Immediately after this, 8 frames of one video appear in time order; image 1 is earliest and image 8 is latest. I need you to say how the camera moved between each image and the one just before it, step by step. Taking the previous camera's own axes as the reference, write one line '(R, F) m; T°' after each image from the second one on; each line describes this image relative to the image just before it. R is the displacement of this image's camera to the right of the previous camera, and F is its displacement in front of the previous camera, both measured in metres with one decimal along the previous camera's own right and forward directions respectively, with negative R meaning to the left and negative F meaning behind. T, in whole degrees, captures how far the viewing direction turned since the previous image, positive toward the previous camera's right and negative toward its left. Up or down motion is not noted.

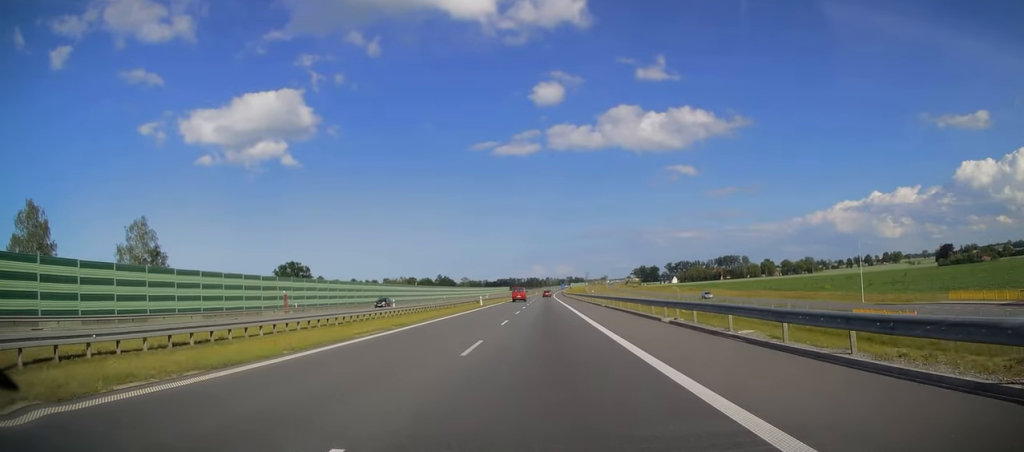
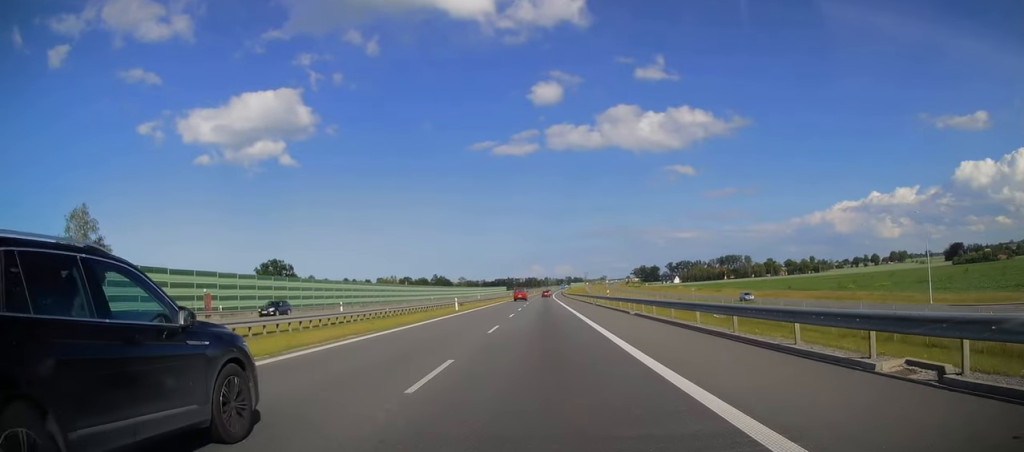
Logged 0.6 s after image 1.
(+0.2, +16.7) m; 0°
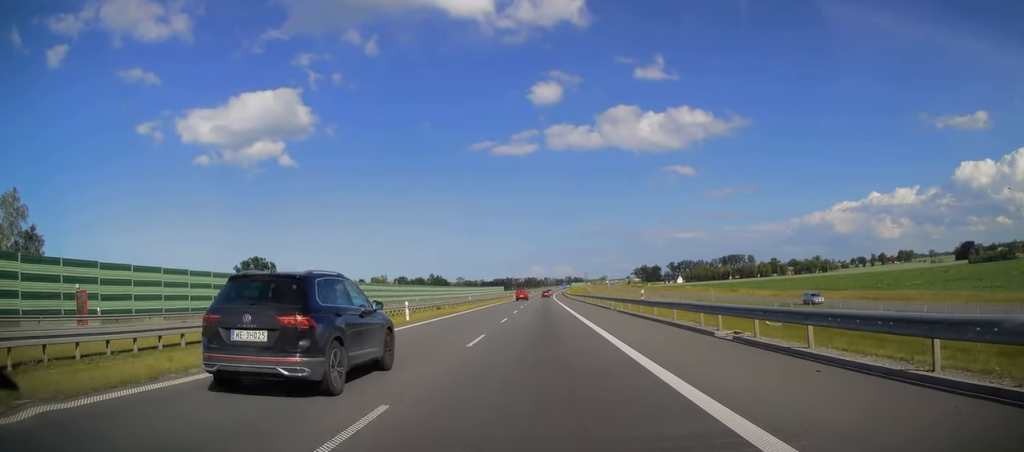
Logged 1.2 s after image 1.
(-0.2, +16.7) m; 0°
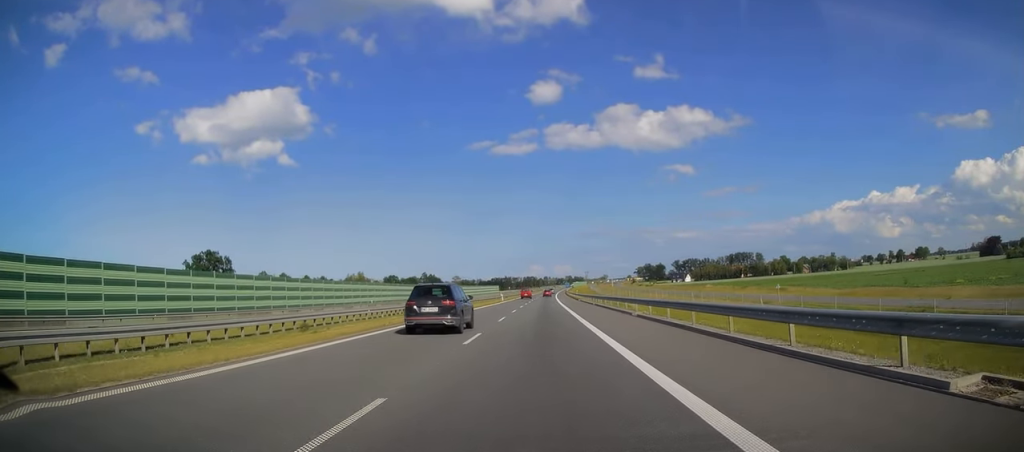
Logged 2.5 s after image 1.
(+0.3, +35.2) m; 0°
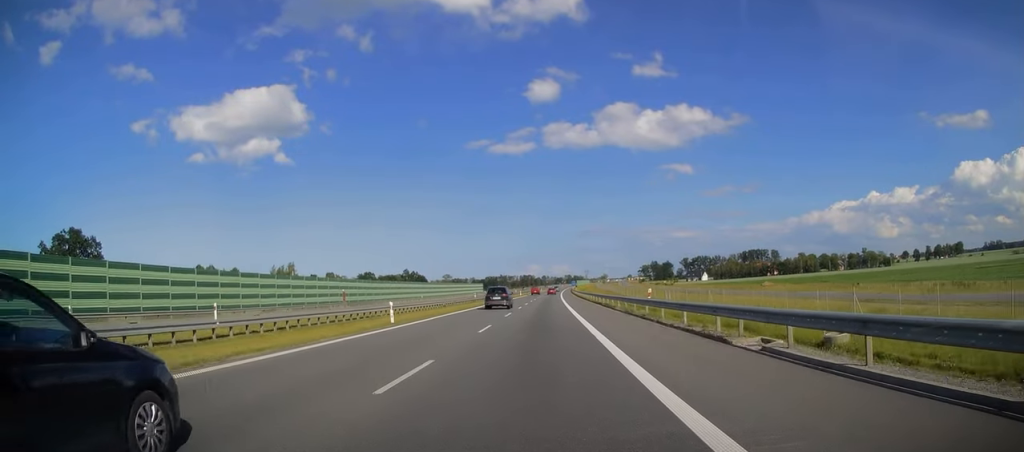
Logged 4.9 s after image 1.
(+0.1, +67.5) m; 0°
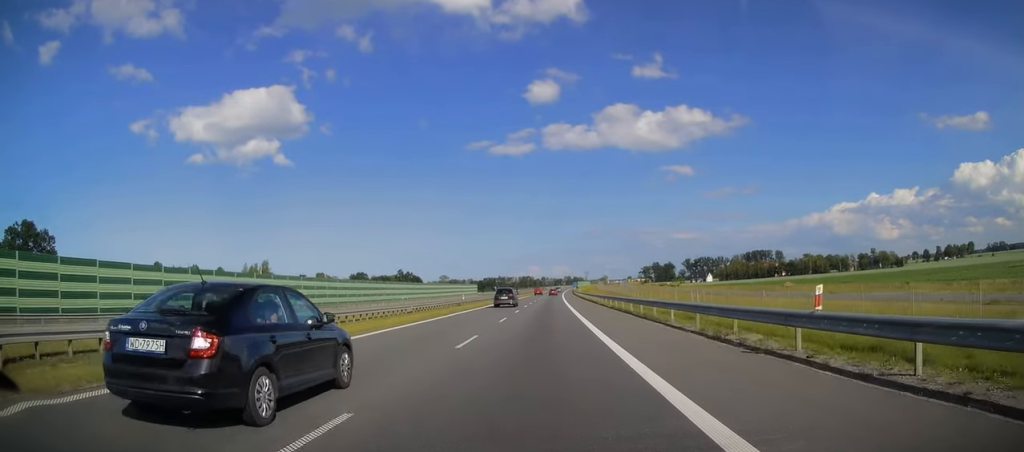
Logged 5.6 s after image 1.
(-0.1, +17.1) m; 0°
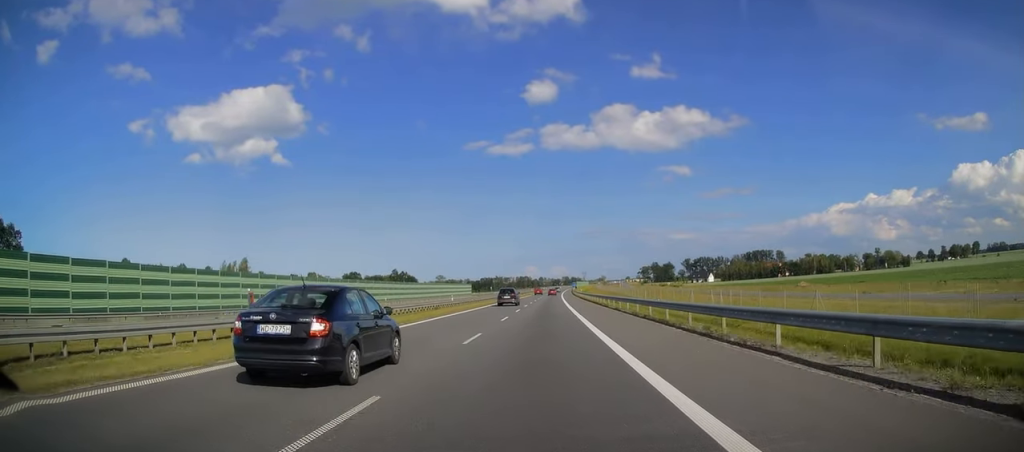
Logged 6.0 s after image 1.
(0.0, +10.8) m; 0°
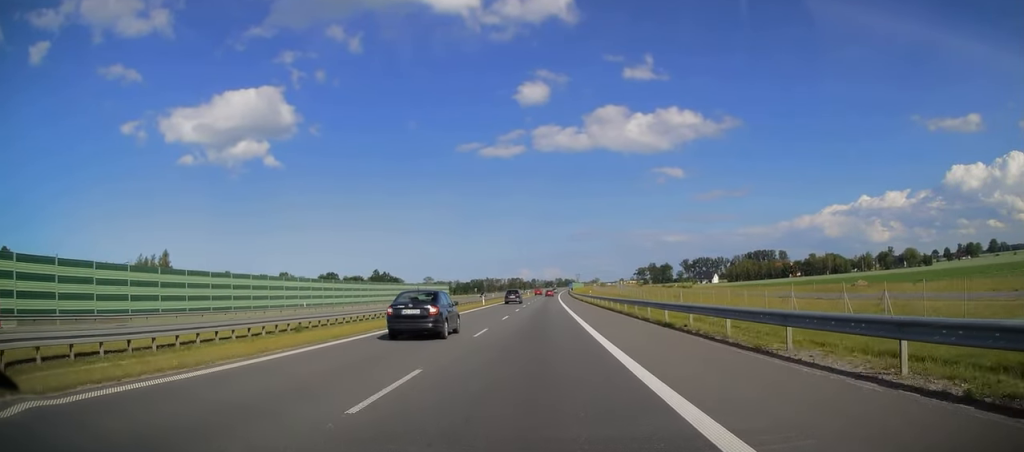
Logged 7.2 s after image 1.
(+0.4, +32.8) m; +1°
